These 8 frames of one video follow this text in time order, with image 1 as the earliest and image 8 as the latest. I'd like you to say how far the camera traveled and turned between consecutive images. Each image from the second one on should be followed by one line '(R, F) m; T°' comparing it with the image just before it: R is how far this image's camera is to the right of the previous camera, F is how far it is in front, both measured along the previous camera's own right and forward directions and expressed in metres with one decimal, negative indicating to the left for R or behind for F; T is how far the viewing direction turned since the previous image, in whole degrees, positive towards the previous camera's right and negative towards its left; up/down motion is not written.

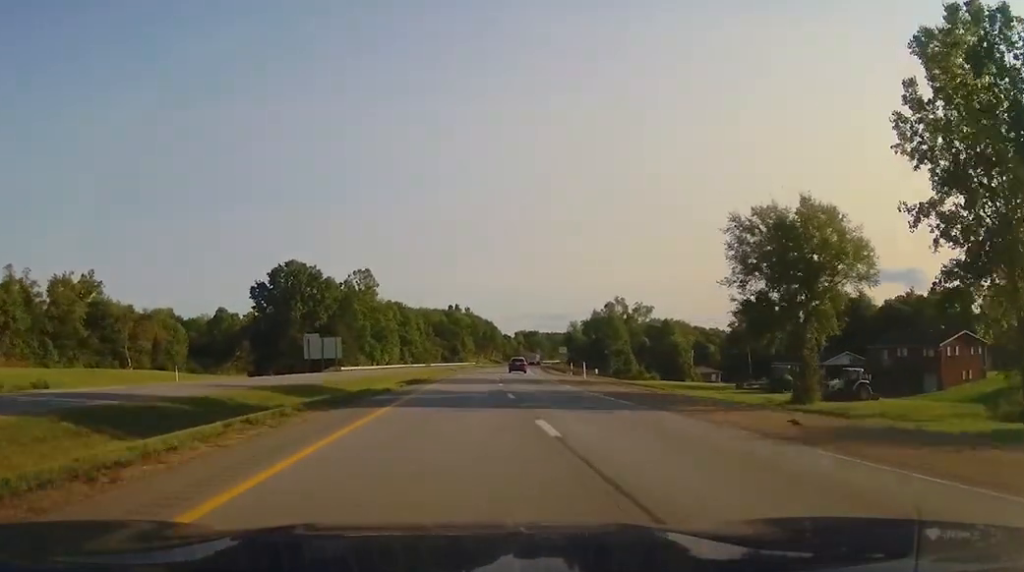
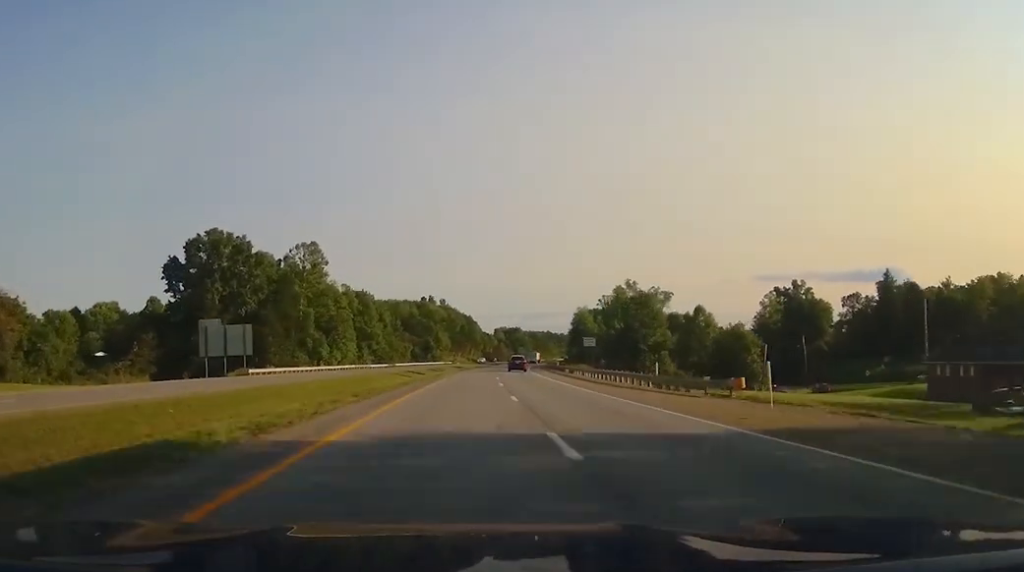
(+0.6, +40.0) m; +2°
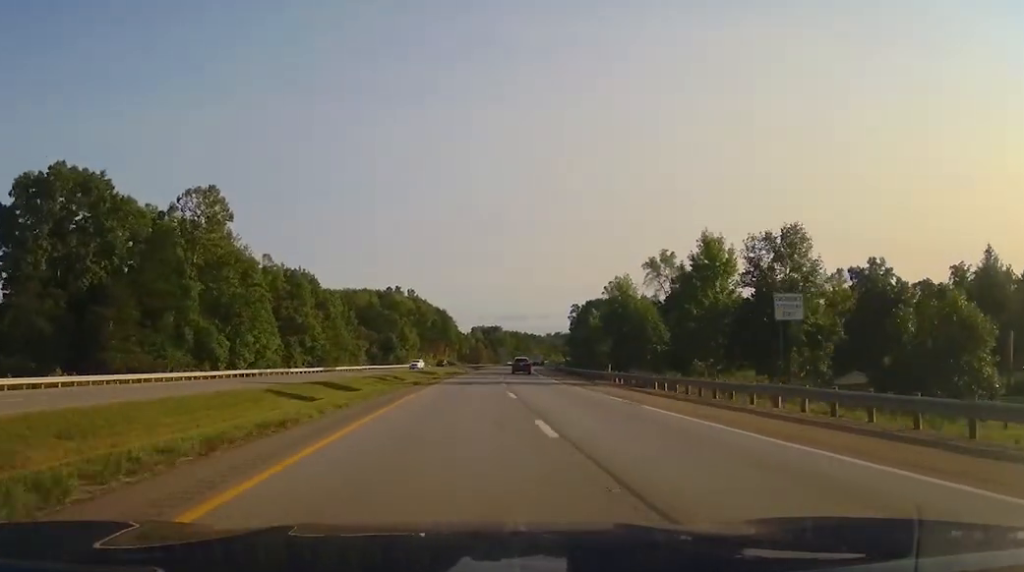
(+0.7, +47.1) m; +1°
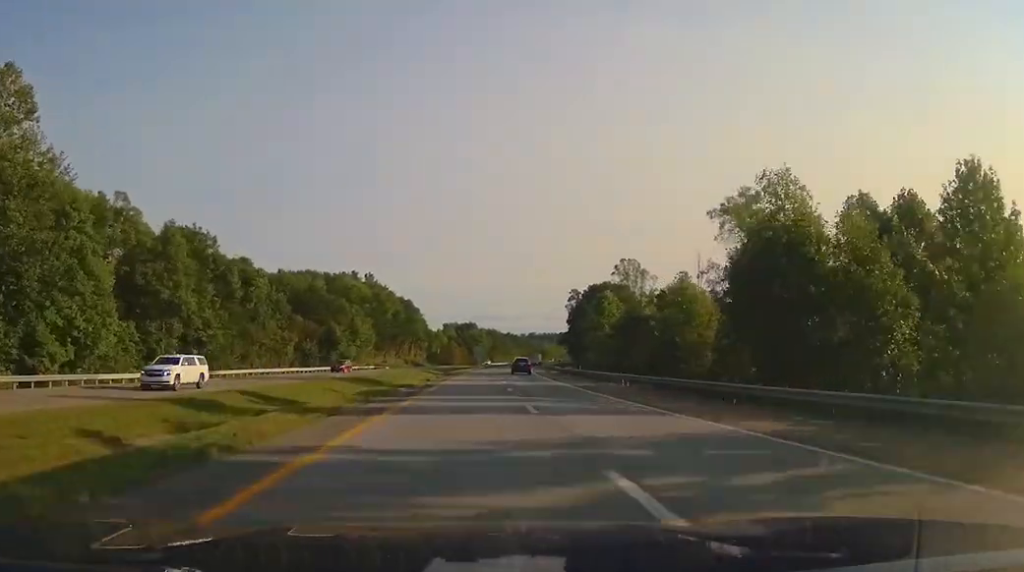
(+0.3, +44.2) m; +1°
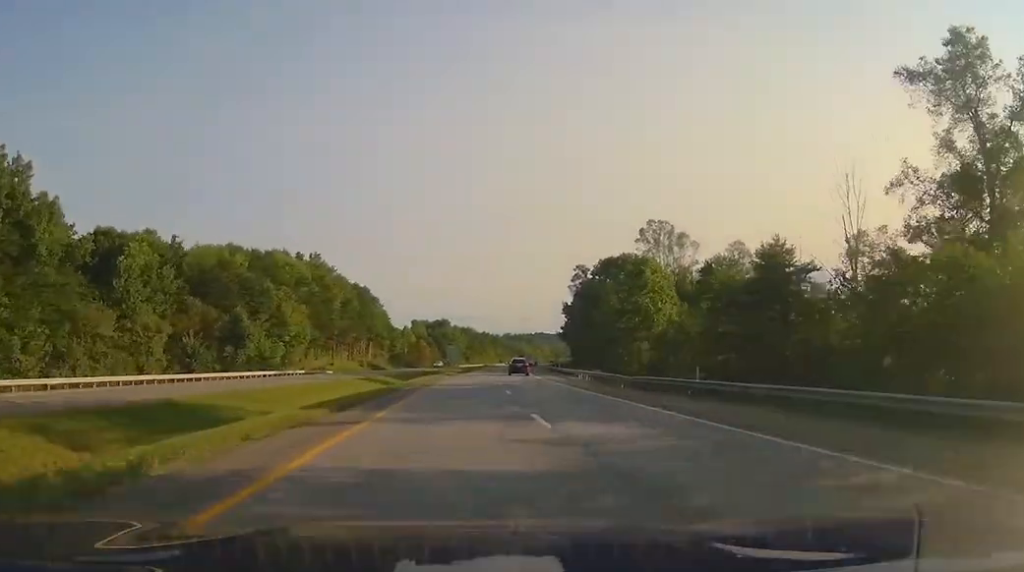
(+0.7, +41.1) m; +3°
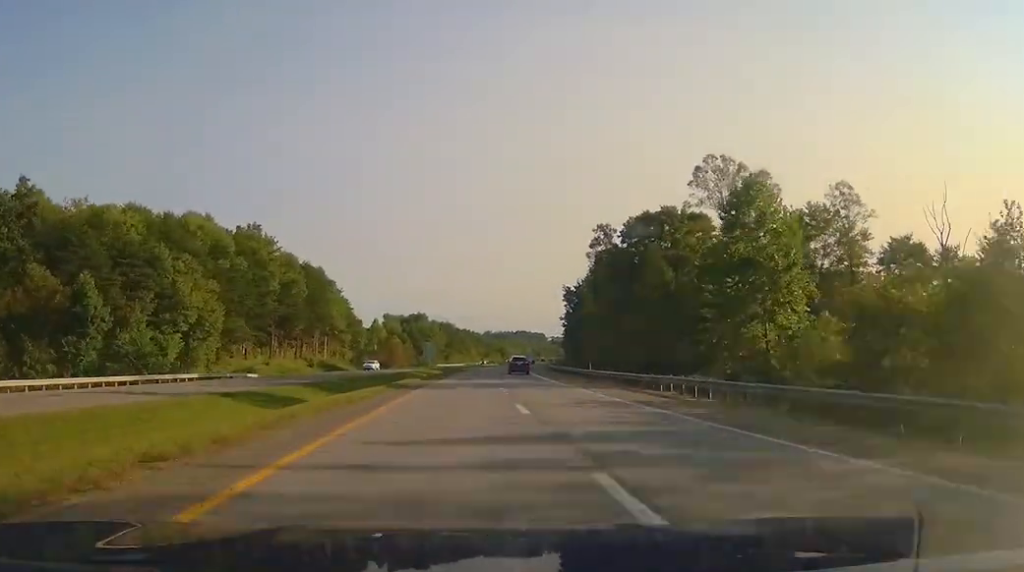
(+1.0, +34.0) m; +3°
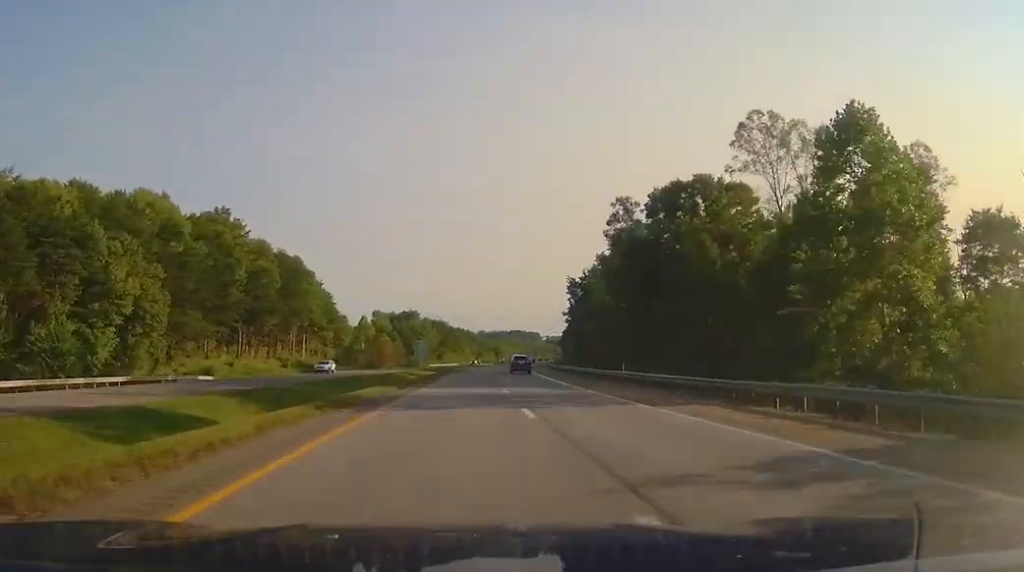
(+0.2, +14.1) m; +1°
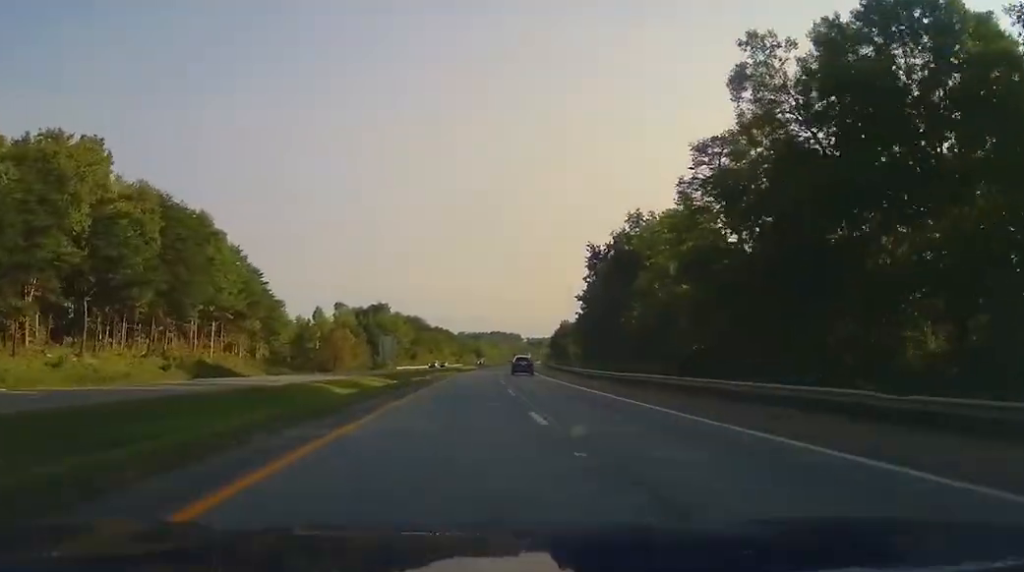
(+0.2, +38.8) m; +2°
